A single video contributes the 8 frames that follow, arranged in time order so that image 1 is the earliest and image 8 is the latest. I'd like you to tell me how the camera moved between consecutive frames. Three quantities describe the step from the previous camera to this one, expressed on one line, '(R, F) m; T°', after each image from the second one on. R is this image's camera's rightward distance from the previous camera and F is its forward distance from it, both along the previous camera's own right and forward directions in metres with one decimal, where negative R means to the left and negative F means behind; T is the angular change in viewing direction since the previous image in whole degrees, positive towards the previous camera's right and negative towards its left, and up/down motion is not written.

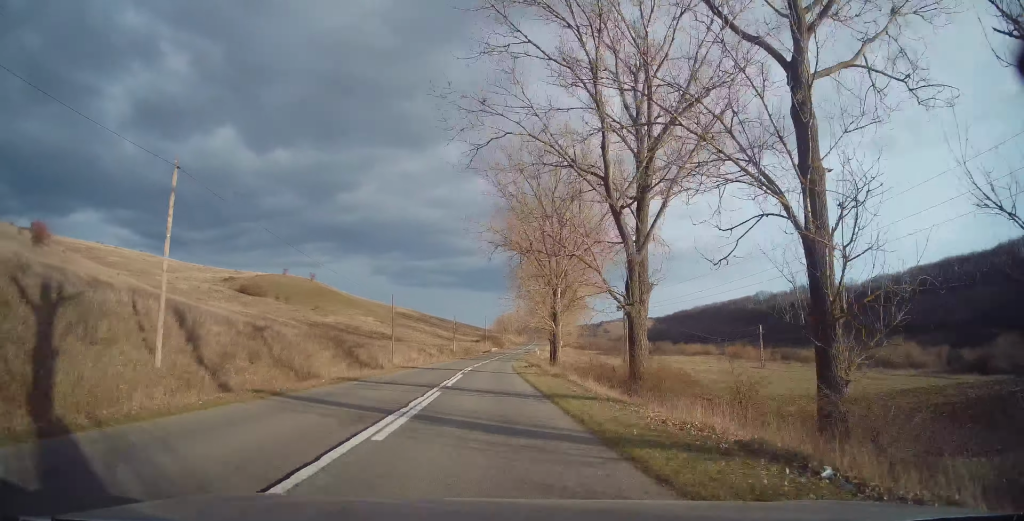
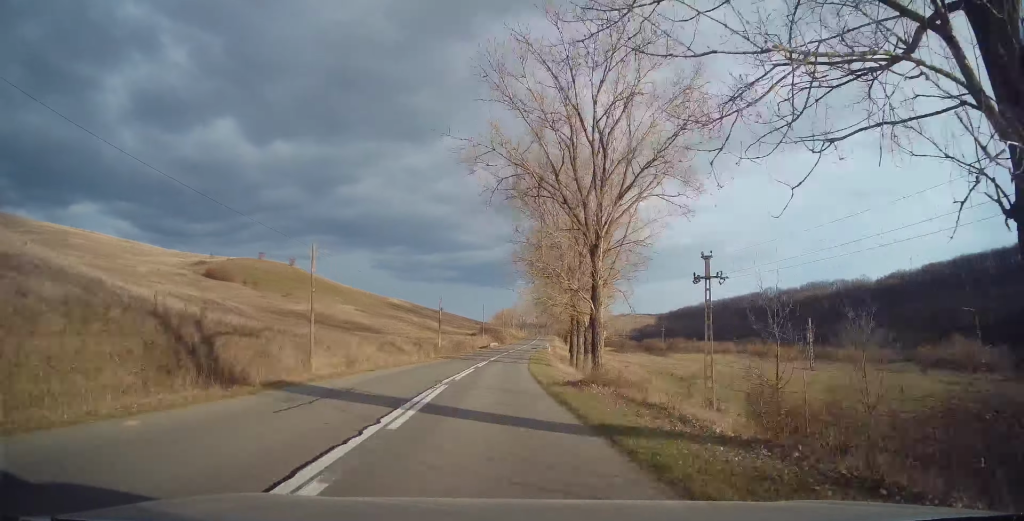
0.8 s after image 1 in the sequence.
(-0.5, +21.8) m; 0°
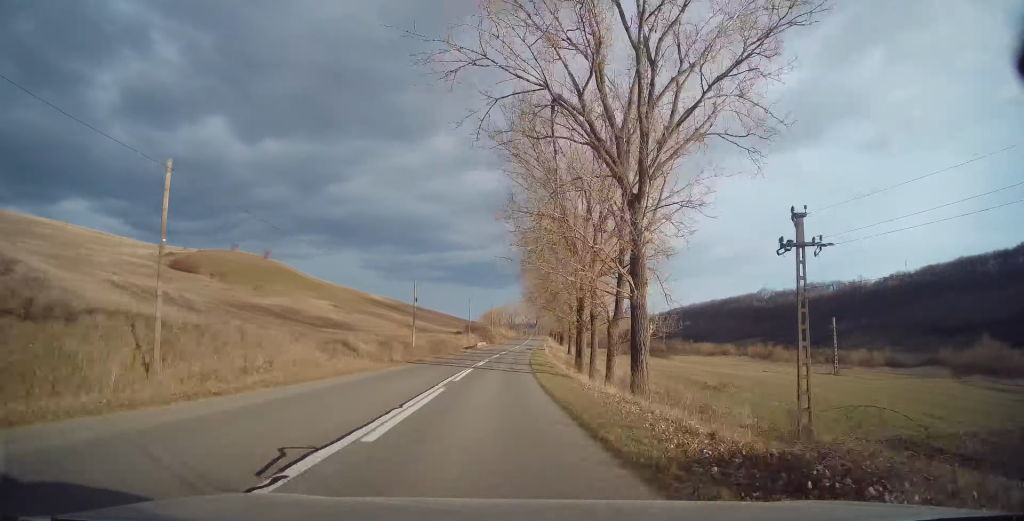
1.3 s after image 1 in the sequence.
(+0.2, +12.3) m; +1°
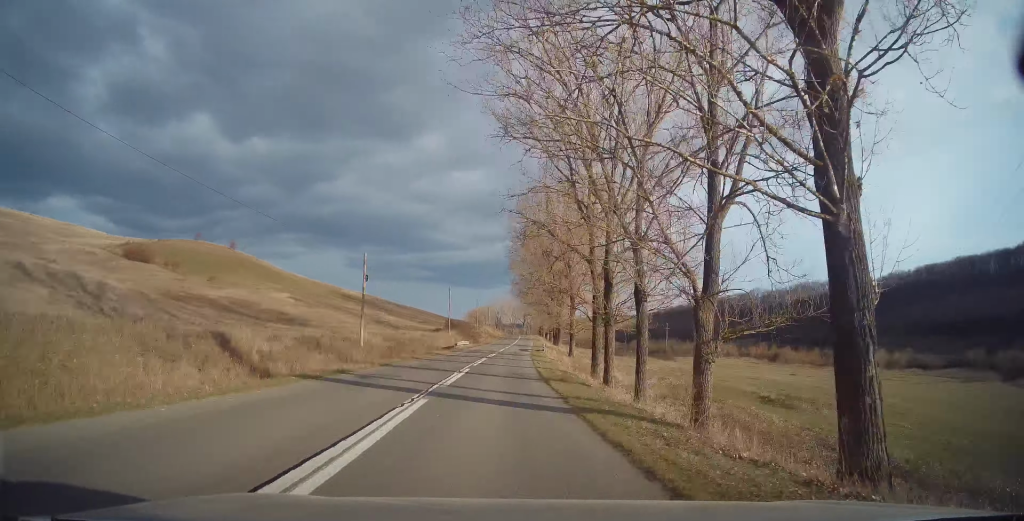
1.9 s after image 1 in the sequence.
(+0.1, +15.0) m; +1°
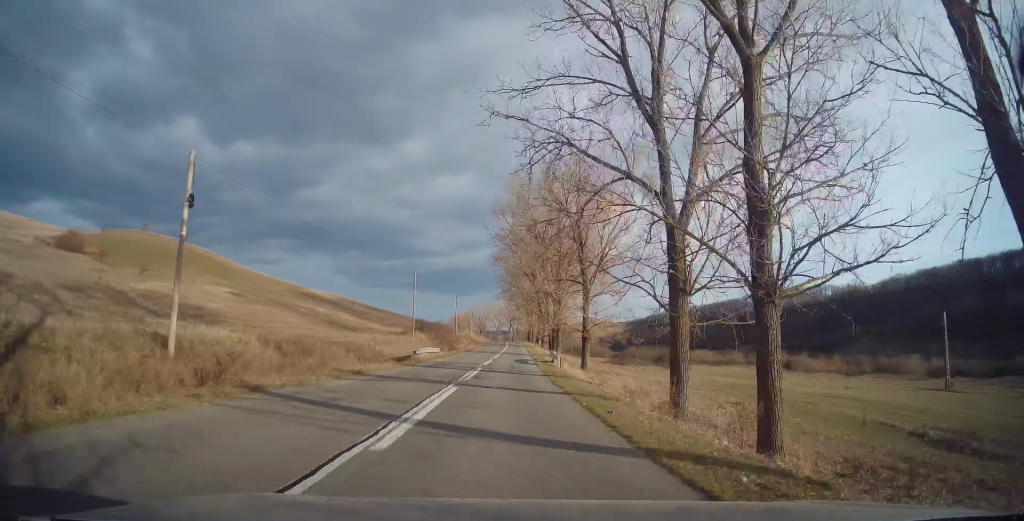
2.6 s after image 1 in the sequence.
(+0.4, +20.4) m; +2°
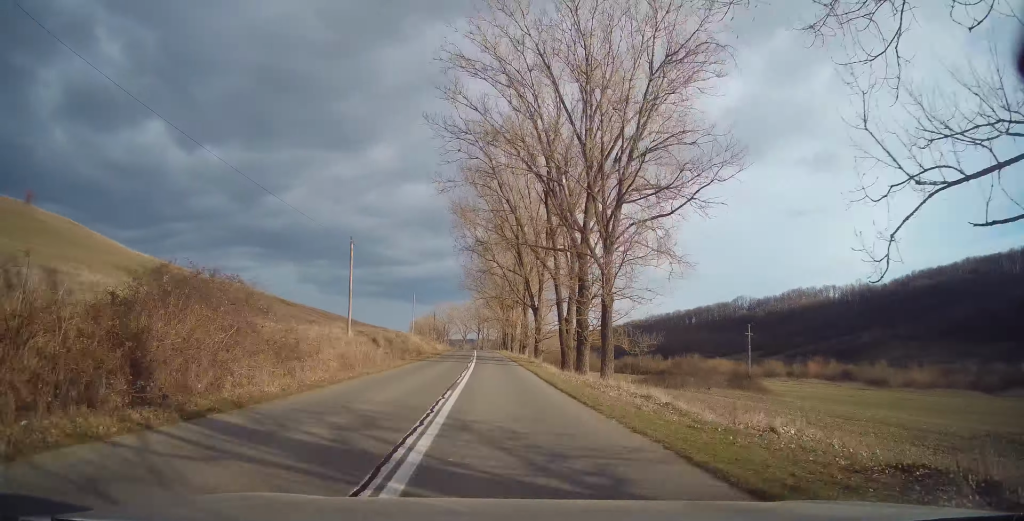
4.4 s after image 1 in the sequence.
(+1.8, +48.6) m; +4°
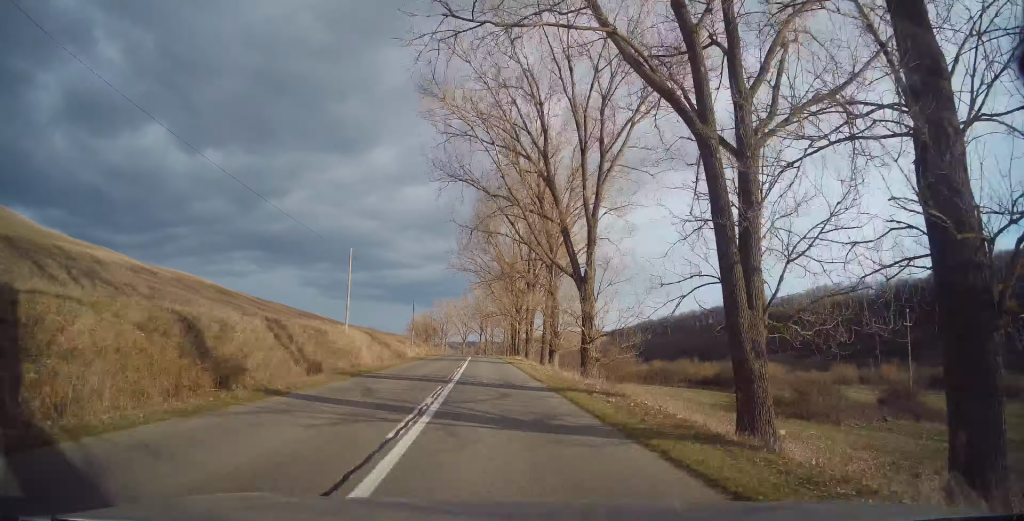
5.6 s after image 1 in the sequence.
(+0.3, +32.6) m; 0°
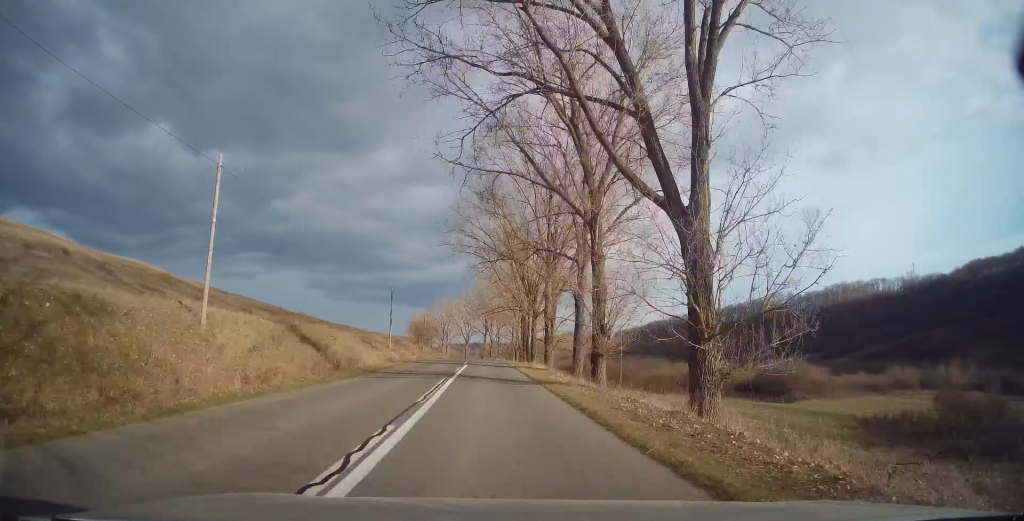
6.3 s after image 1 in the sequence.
(-0.2, +19.6) m; -1°
